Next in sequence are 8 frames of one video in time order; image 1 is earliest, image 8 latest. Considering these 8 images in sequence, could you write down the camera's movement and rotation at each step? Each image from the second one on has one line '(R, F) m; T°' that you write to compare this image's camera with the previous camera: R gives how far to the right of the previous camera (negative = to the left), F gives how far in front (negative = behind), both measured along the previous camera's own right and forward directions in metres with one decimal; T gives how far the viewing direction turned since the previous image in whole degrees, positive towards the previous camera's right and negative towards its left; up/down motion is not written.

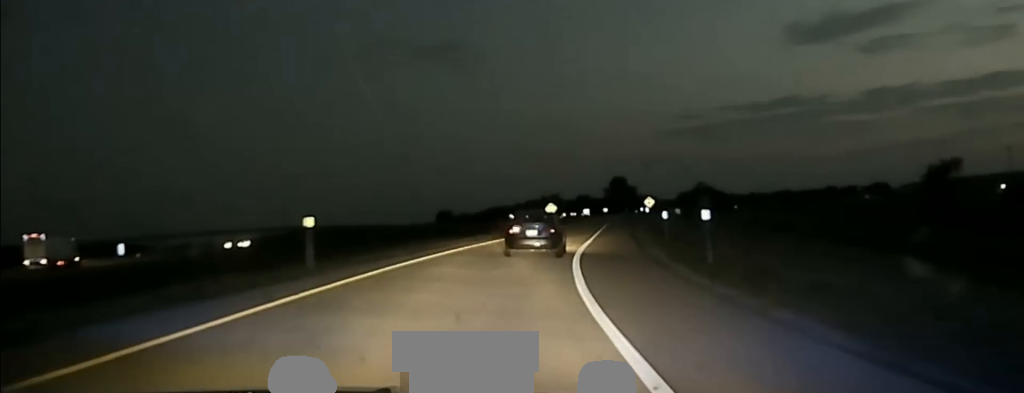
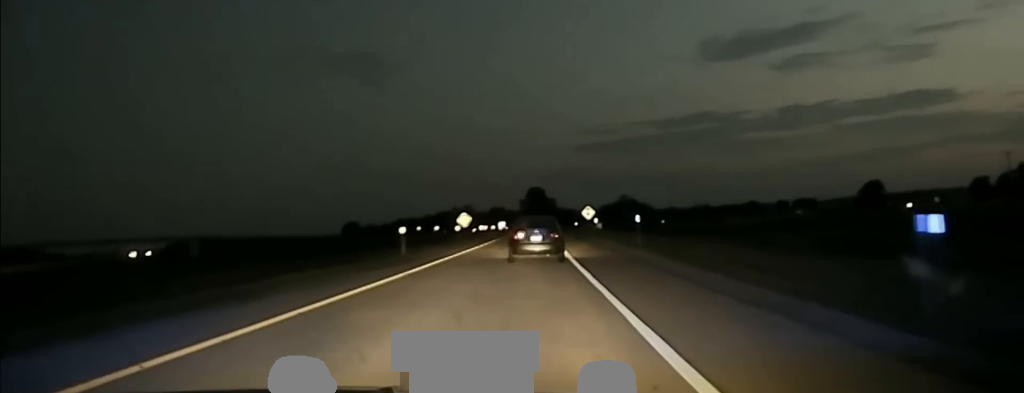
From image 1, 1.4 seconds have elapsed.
(+1.2, +32.1) m; +5°
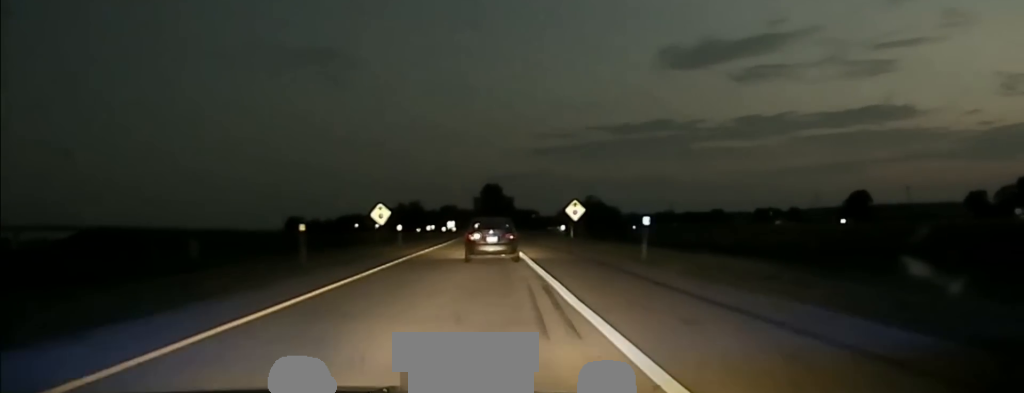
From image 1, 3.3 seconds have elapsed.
(+2.1, +38.4) m; +4°
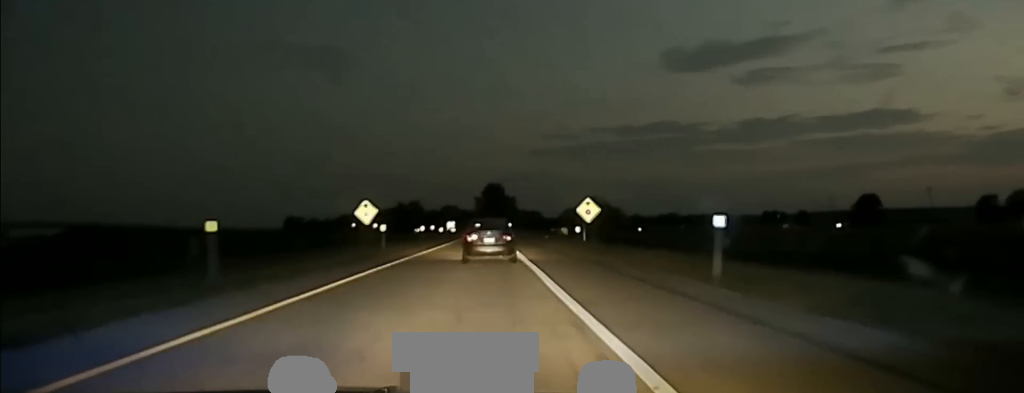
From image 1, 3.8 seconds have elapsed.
(-0.1, +8.8) m; 0°
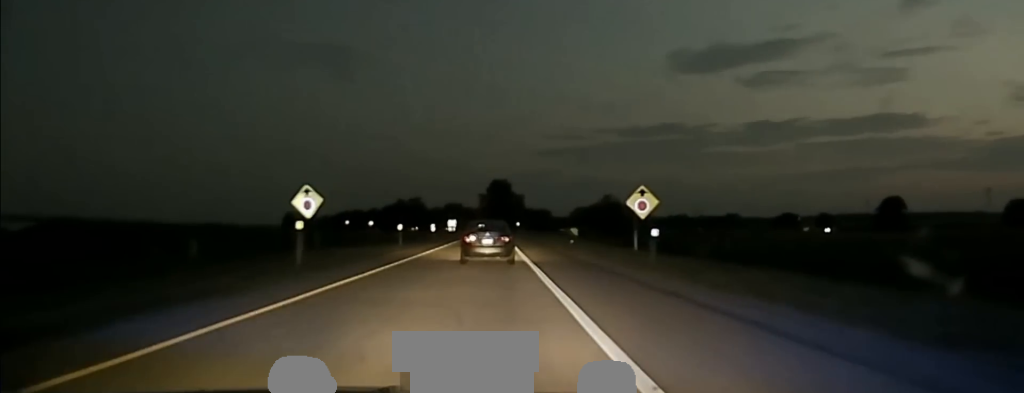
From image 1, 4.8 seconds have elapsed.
(-0.1, +22.5) m; -1°
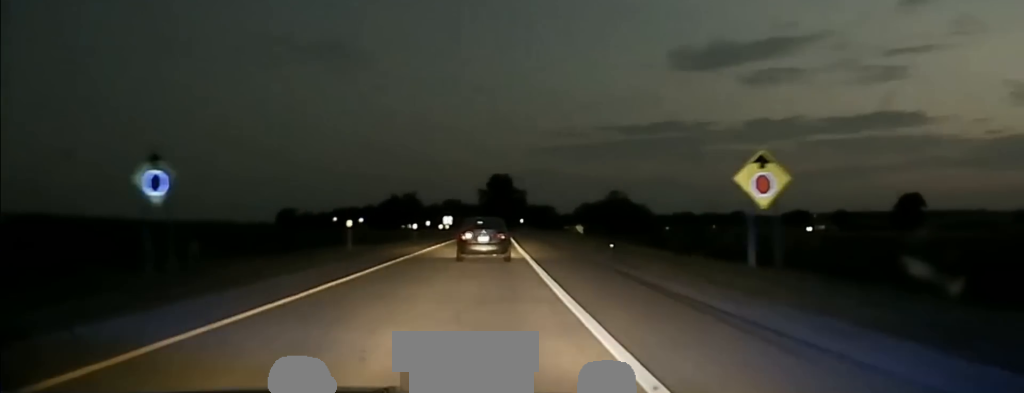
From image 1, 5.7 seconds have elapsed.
(-0.1, +21.8) m; -1°
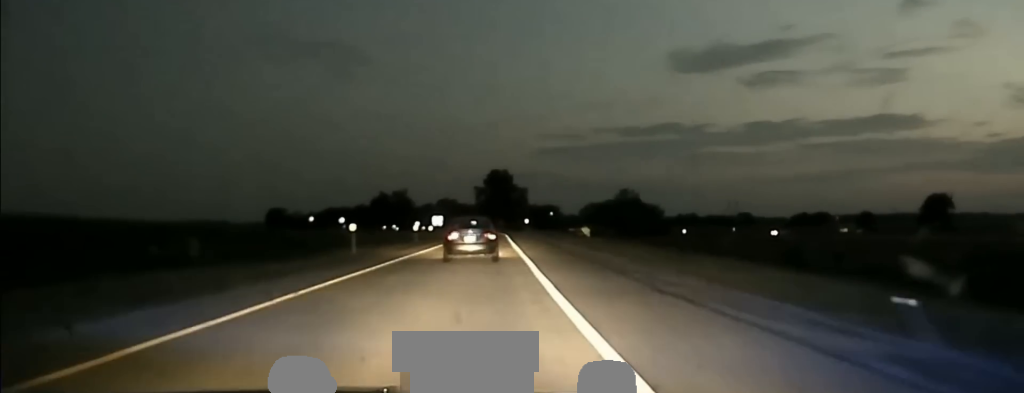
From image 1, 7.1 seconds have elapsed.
(-0.2, +32.6) m; 0°
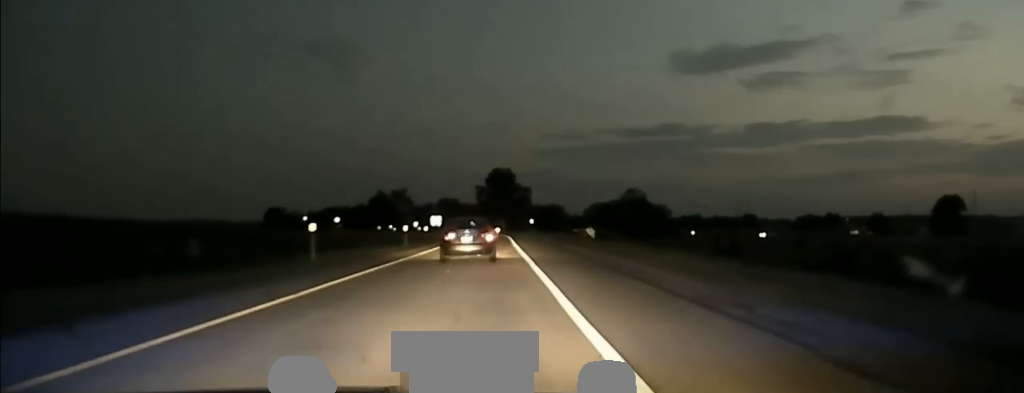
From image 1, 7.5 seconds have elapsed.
(0.0, +9.2) m; 0°
